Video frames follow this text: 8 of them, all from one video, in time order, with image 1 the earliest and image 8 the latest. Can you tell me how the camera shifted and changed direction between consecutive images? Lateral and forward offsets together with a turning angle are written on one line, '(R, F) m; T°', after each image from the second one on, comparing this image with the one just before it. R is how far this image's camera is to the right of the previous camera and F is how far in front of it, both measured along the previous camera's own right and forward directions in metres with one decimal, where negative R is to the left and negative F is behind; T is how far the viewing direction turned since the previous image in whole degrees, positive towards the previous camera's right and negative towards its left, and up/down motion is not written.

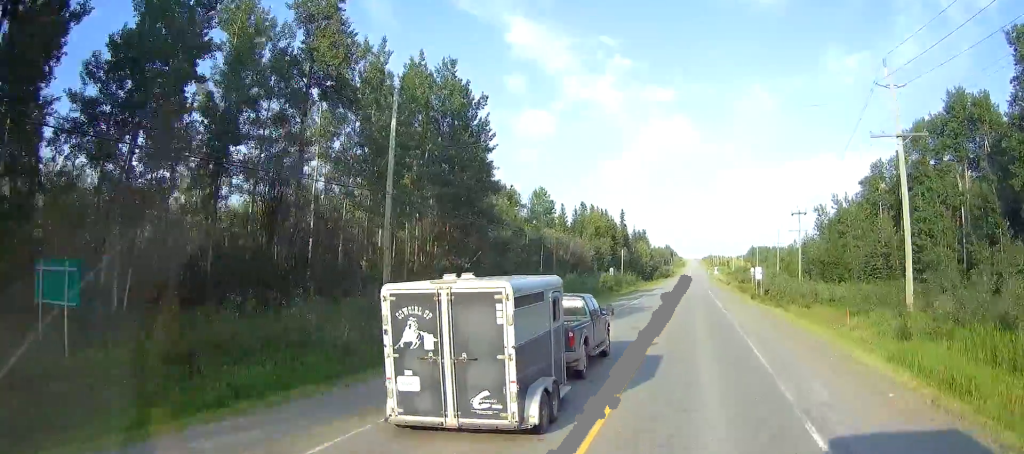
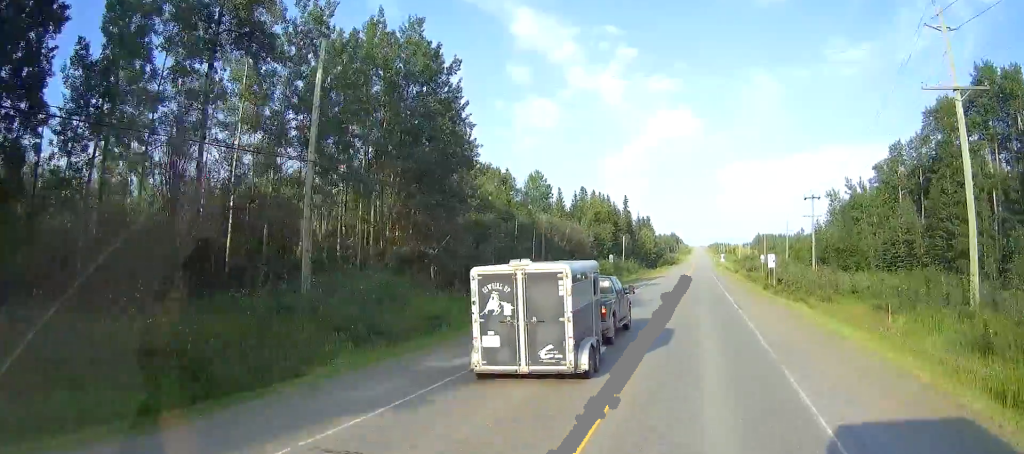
(0.0, +8.1) m; 0°
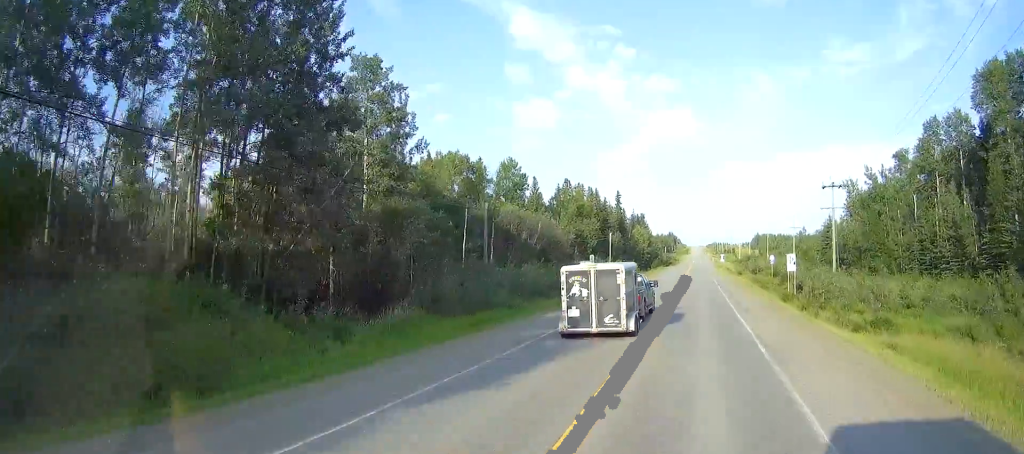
(-0.1, +17.3) m; -1°
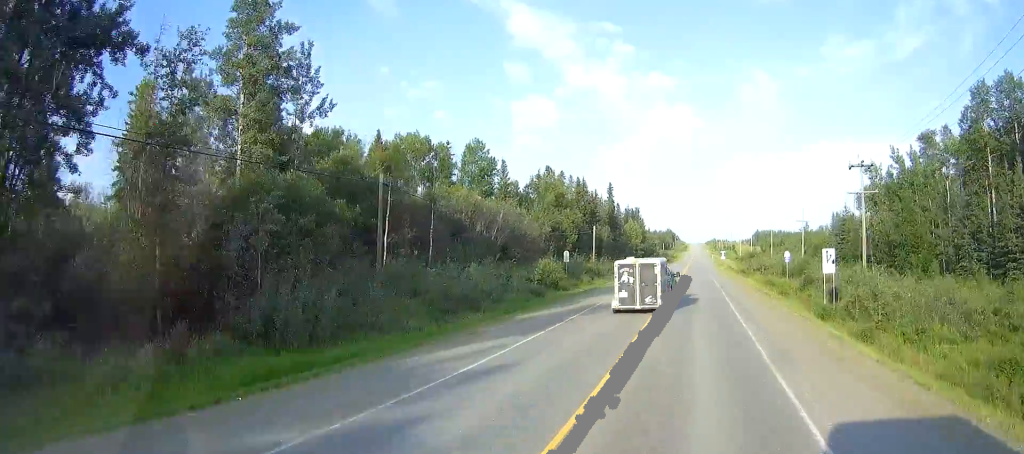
(-0.1, +16.6) m; -1°
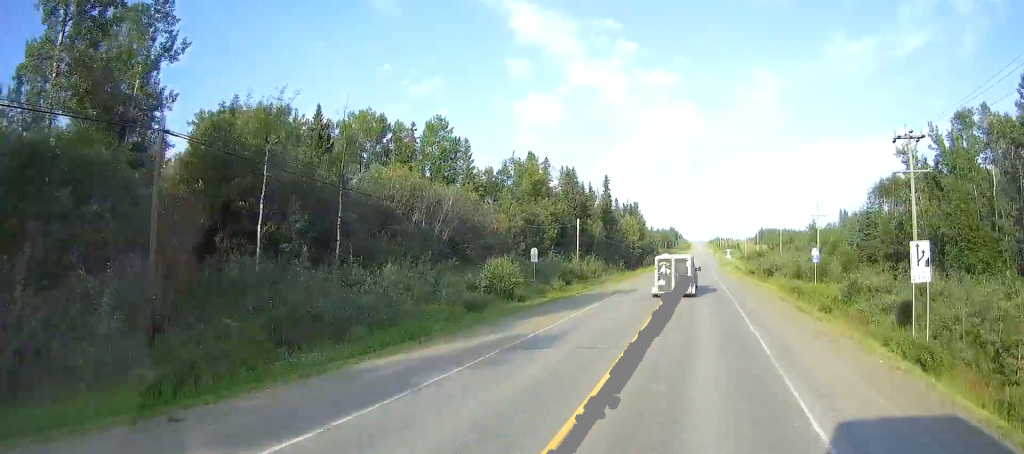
(-0.1, +16.1) m; 0°
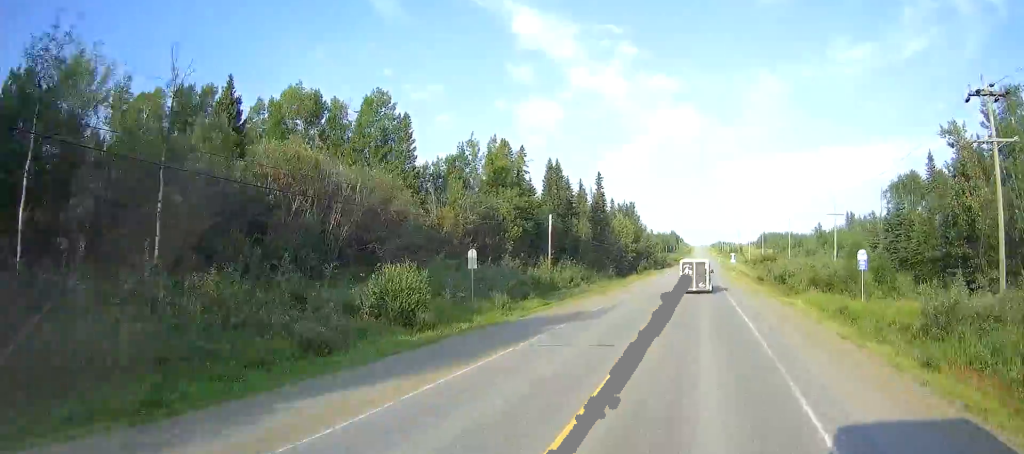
(+0.1, +16.8) m; +1°
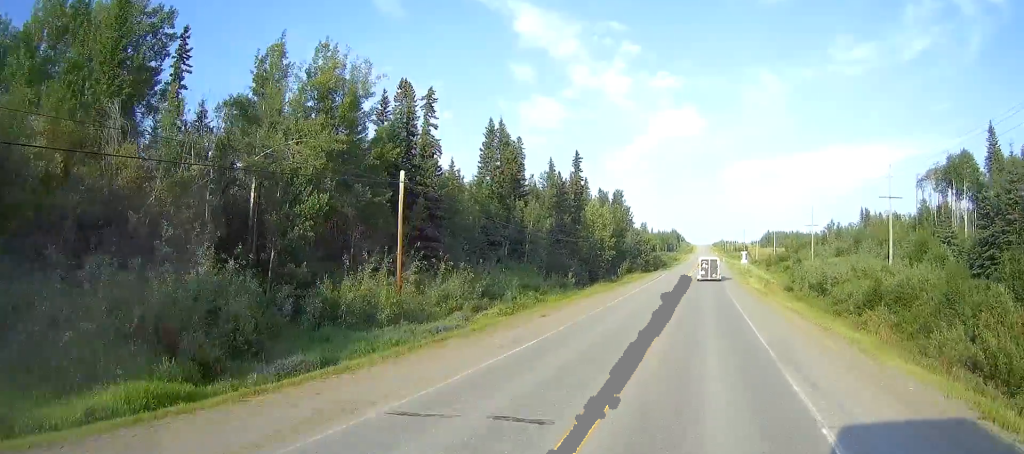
(+0.7, +36.5) m; +2°
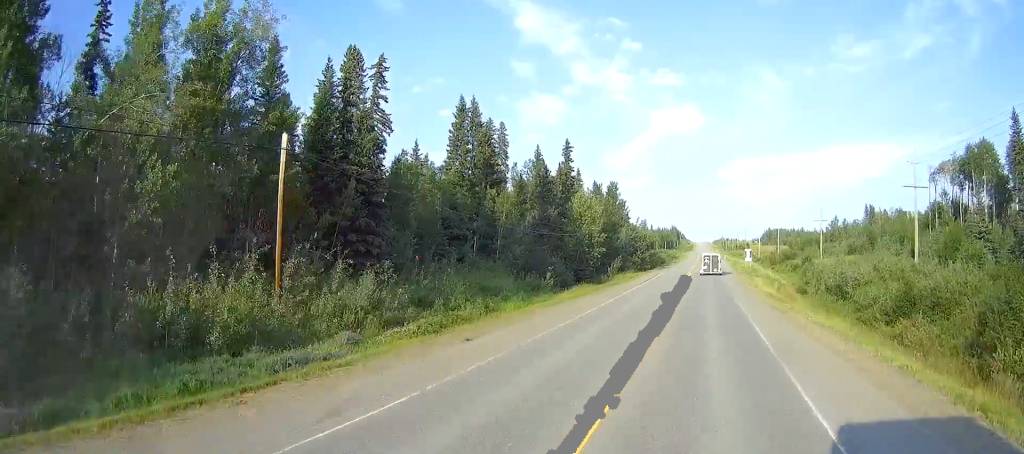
(+0.1, +11.1) m; 0°
